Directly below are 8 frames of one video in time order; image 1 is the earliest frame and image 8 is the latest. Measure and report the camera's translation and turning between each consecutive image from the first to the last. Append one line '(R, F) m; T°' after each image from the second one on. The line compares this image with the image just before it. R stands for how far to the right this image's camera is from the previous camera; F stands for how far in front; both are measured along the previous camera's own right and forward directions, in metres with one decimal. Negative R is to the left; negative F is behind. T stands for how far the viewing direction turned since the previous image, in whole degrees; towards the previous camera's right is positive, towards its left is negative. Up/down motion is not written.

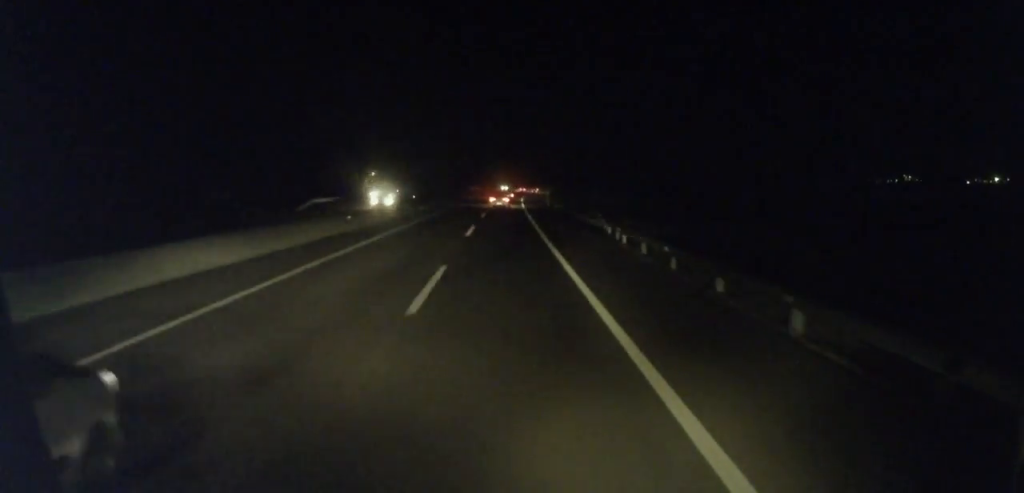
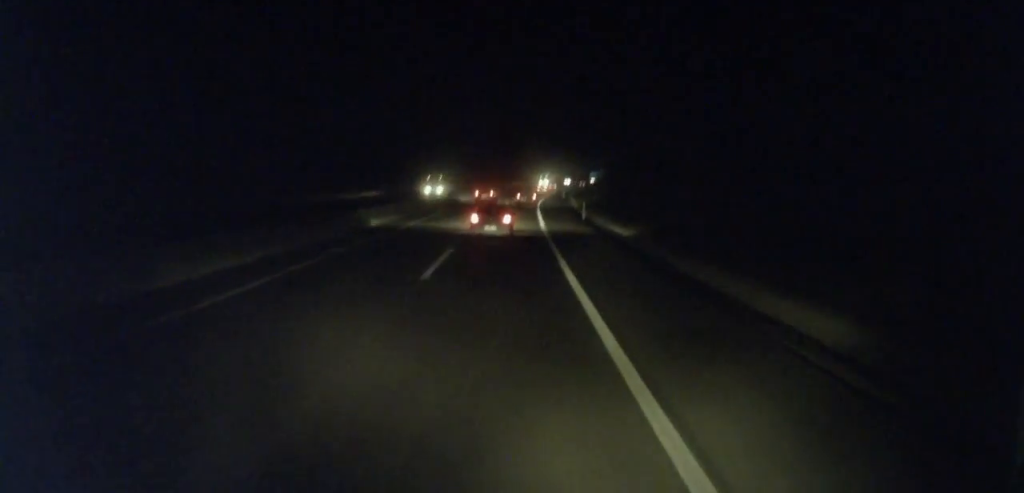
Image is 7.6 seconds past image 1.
(+7.4, +180.8) m; +6°
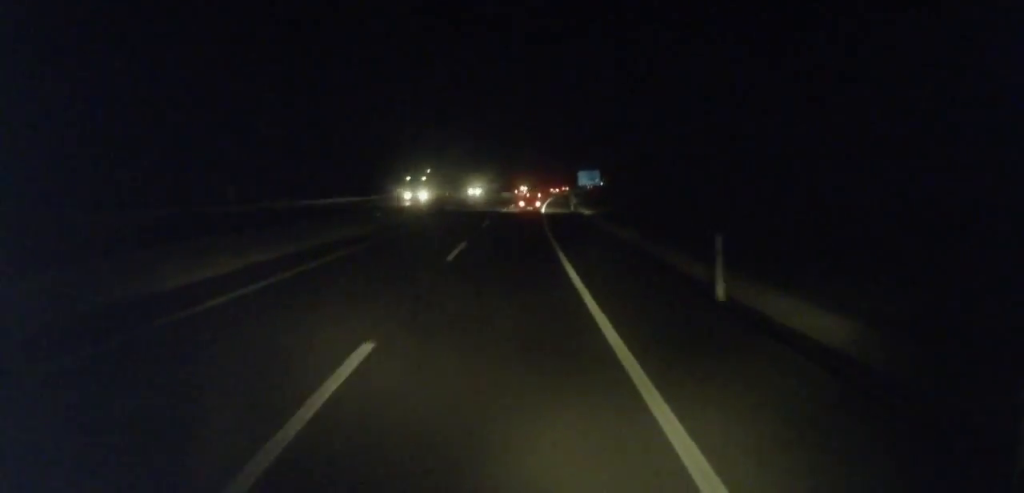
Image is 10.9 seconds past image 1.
(+2.5, +79.6) m; +3°
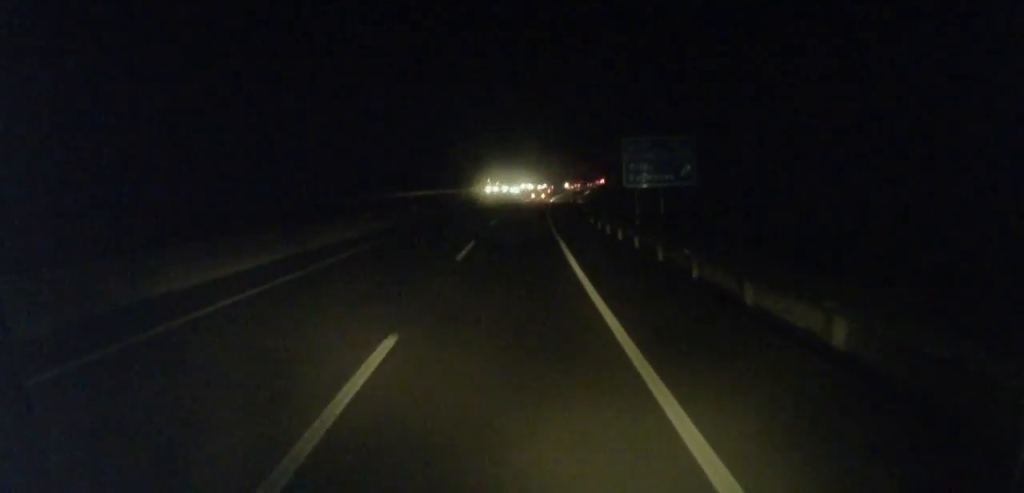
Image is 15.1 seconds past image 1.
(+3.5, +98.8) m; +5°
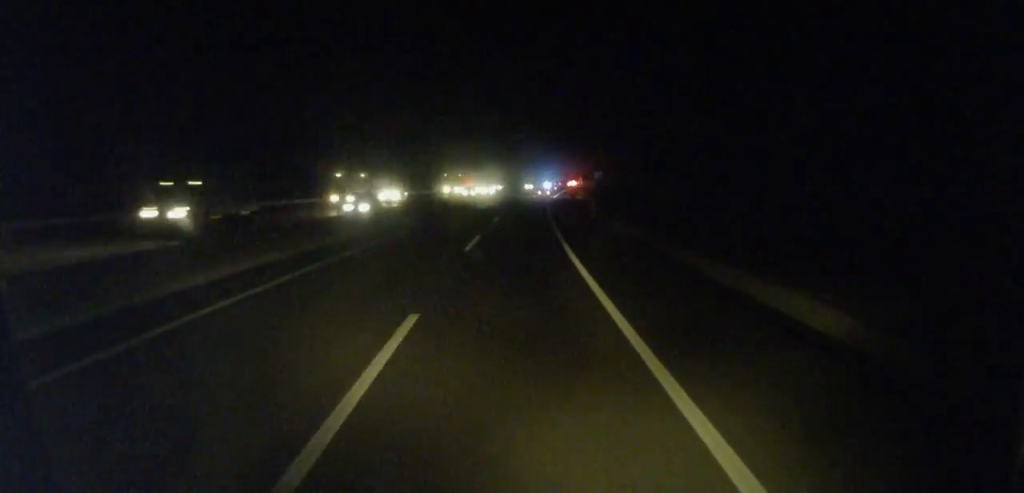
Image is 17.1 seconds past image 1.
(+0.6, +47.8) m; +3°
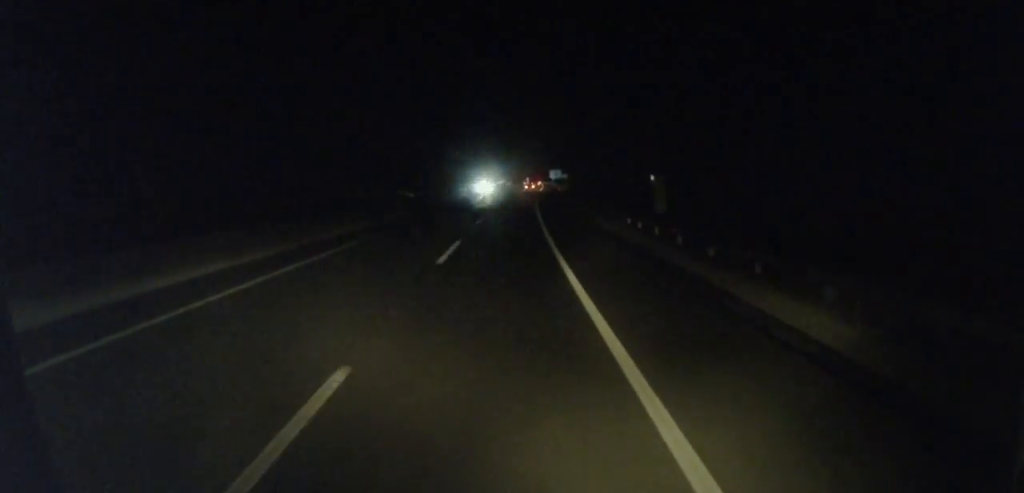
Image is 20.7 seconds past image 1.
(+5.0, +86.0) m; +6°
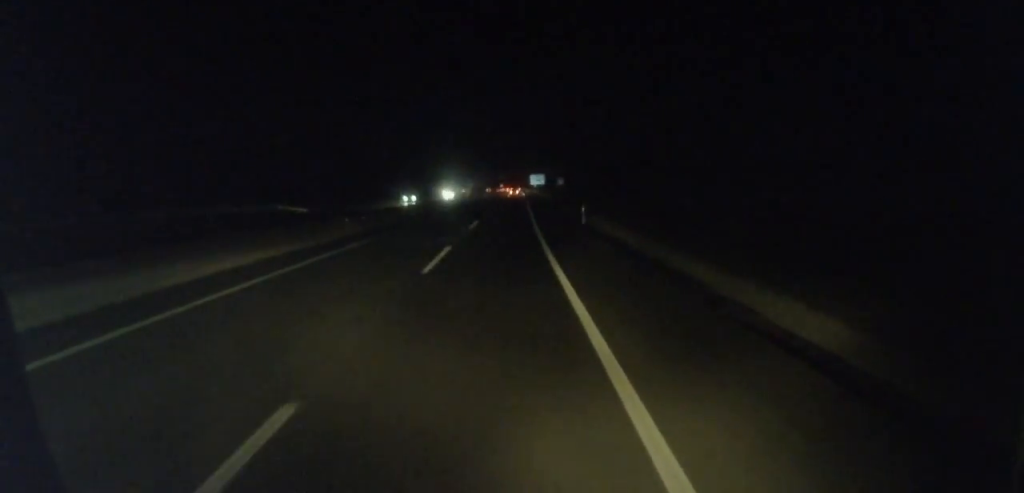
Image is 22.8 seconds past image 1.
(+2.1, +50.8) m; +2°
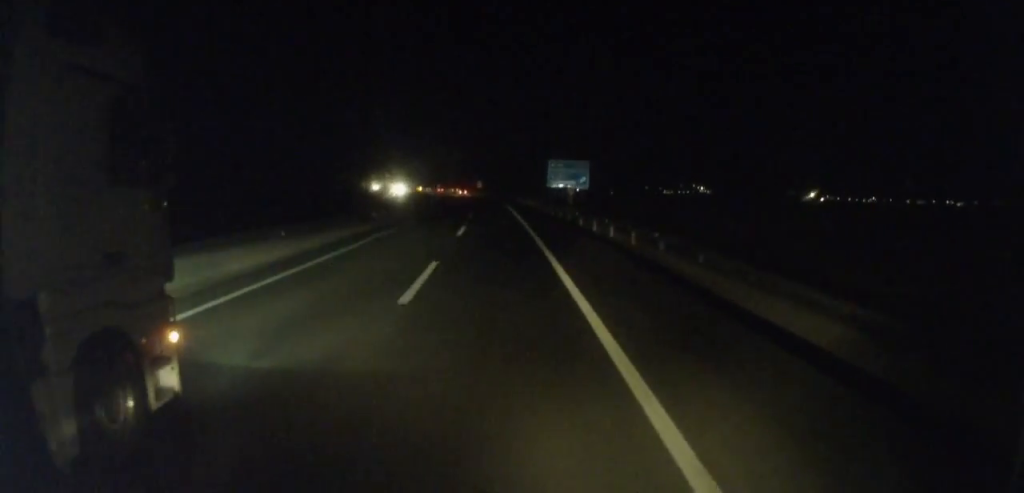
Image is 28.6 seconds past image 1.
(+2.8, +136.3) m; 0°
